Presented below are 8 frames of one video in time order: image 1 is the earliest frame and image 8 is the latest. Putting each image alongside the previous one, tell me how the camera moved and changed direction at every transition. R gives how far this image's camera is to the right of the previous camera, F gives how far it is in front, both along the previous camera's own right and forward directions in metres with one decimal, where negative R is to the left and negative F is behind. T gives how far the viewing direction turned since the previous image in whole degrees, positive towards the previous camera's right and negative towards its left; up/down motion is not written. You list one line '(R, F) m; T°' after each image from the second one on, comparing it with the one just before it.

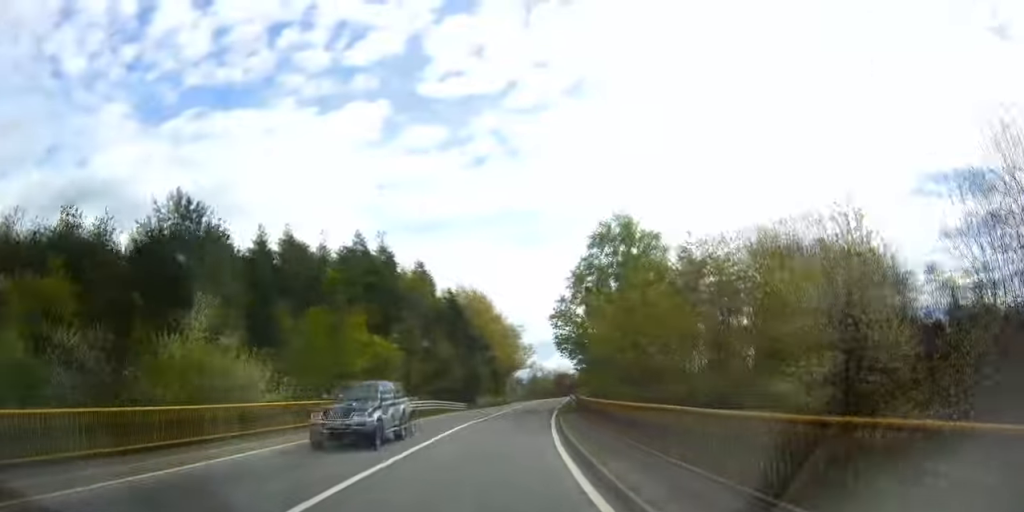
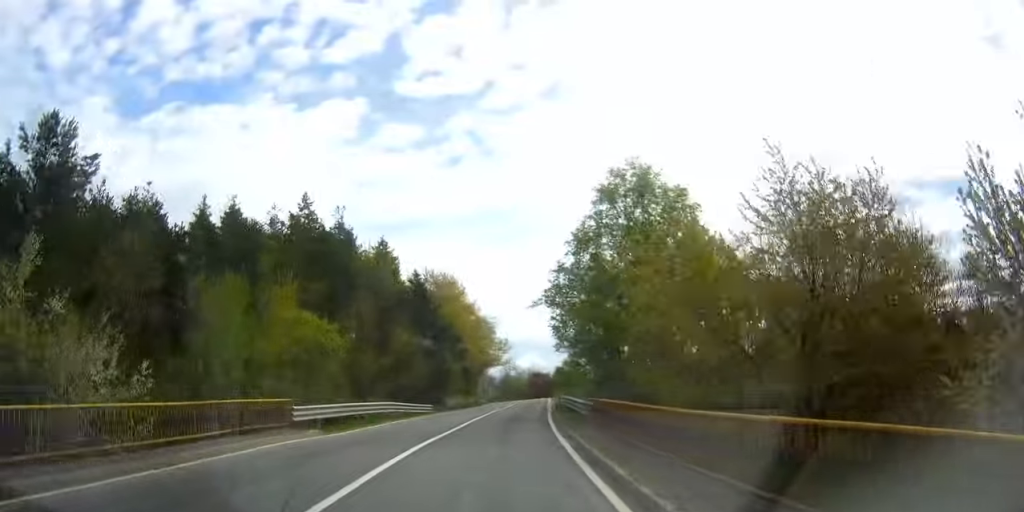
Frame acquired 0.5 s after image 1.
(+0.3, +10.4) m; +3°
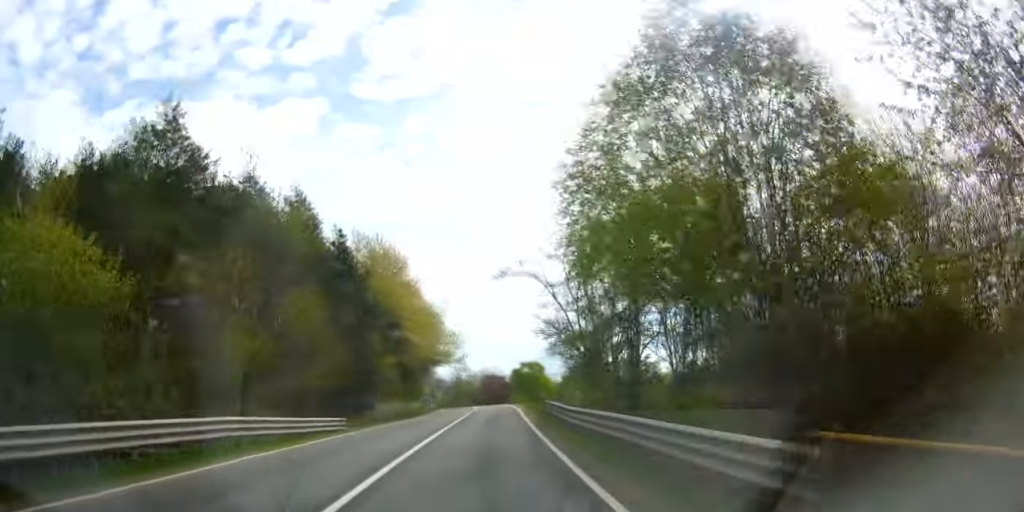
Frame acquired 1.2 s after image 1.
(+0.9, +16.5) m; +6°
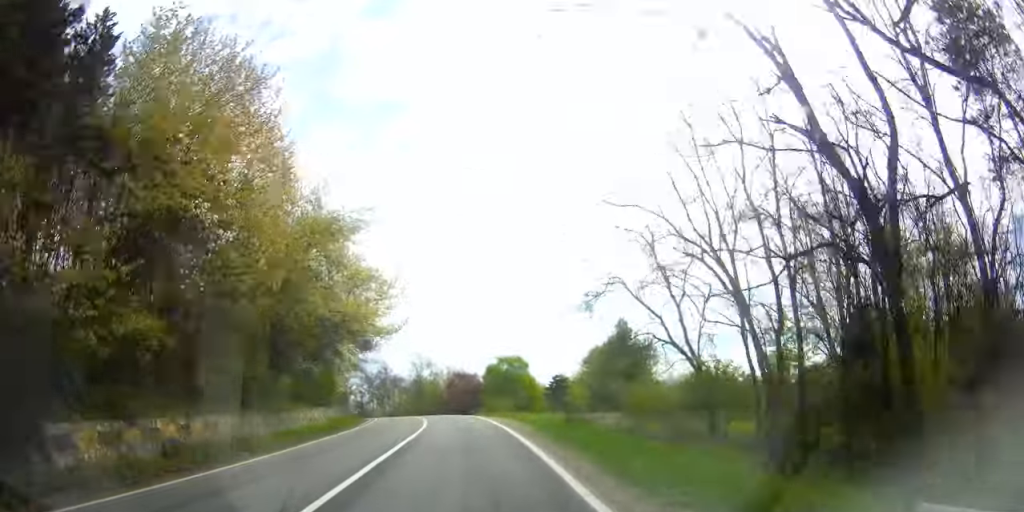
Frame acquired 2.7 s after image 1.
(+2.7, +31.7) m; +8°
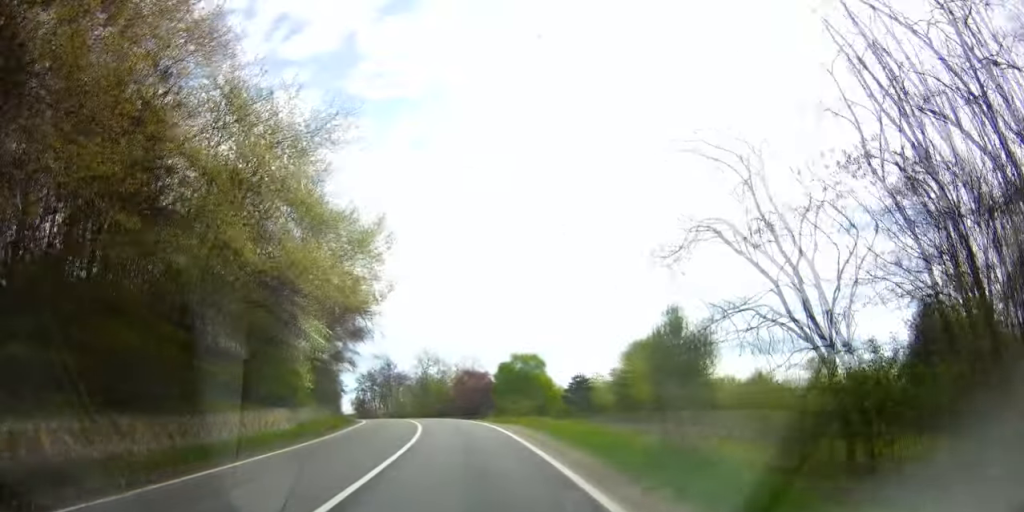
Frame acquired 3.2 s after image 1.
(+0.3, +10.2) m; +2°
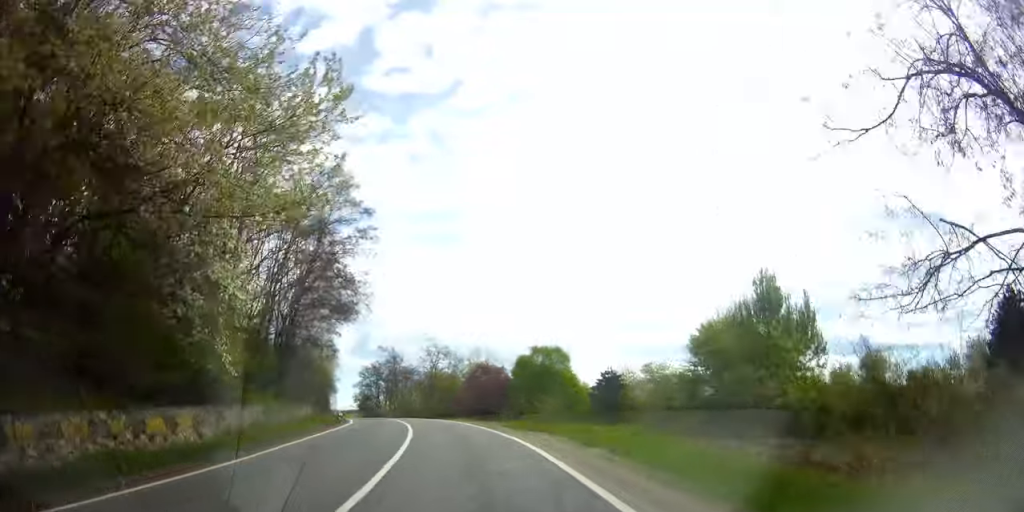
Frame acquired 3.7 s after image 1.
(+0.1, +11.2) m; +1°
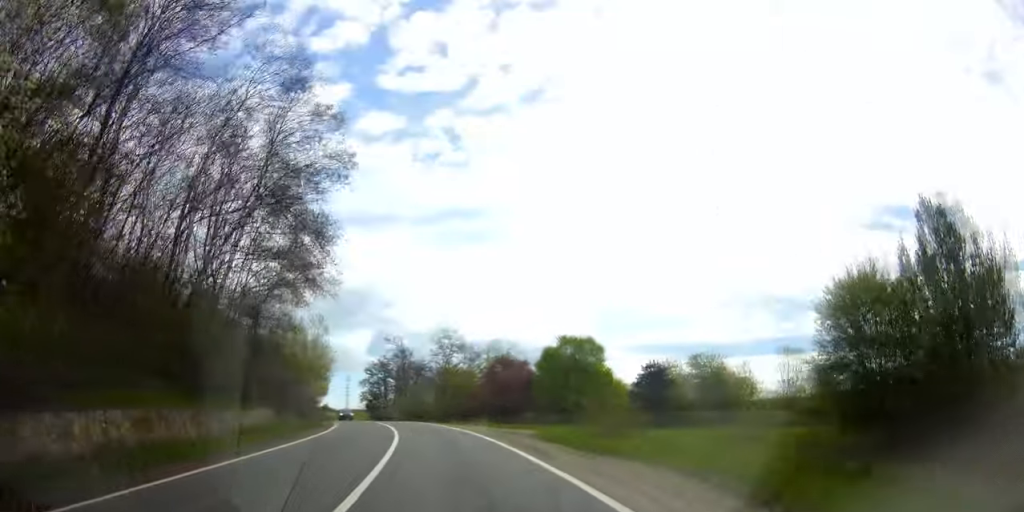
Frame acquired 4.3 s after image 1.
(-0.1, +12.1) m; +1°
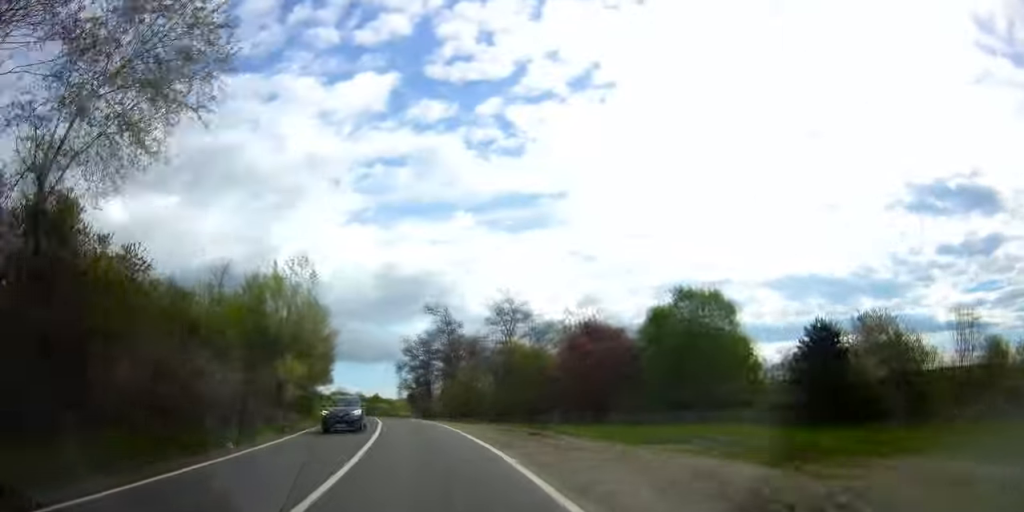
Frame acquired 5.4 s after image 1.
(+0.6, +24.9) m; 0°
